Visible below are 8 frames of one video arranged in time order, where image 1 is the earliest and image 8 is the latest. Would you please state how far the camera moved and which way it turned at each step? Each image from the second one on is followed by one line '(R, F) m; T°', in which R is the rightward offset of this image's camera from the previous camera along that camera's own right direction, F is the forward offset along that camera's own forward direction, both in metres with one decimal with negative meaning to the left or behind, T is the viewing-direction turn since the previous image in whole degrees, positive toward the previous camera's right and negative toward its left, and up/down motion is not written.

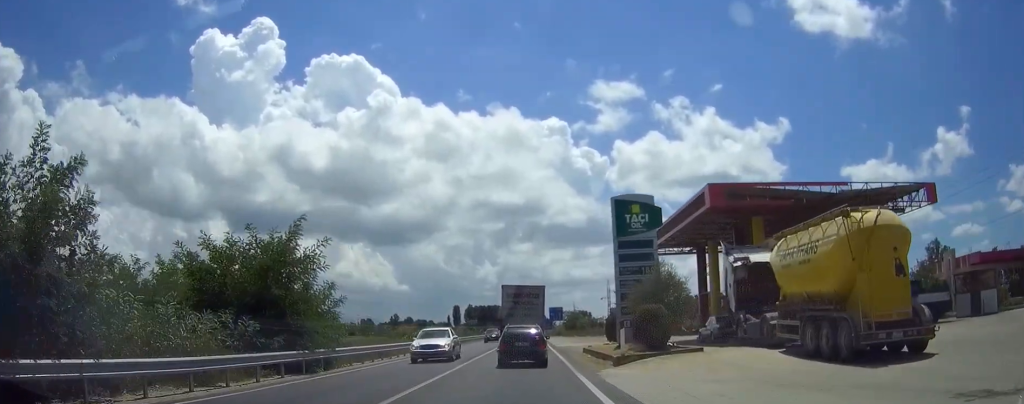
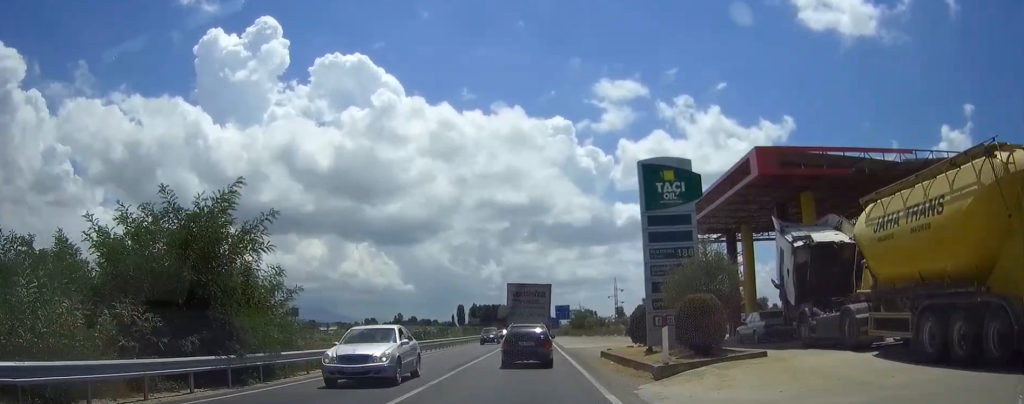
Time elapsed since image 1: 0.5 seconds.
(0.0, +6.2) m; 0°
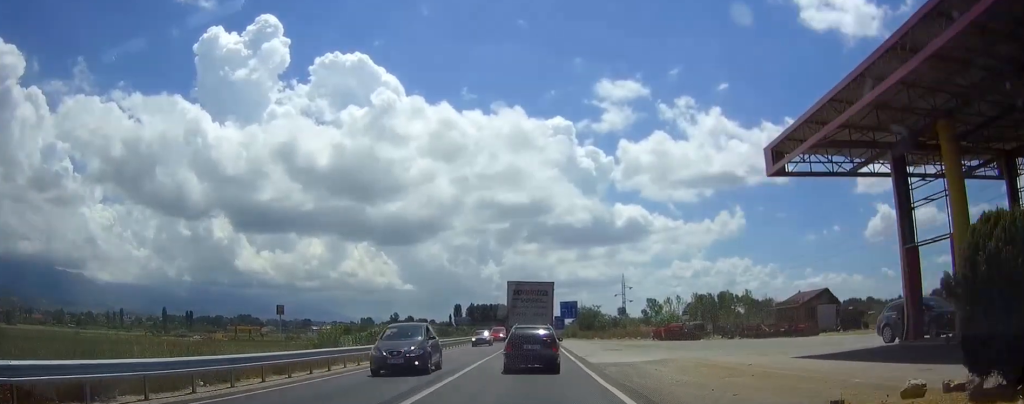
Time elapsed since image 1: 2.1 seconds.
(-0.1, +20.2) m; 0°
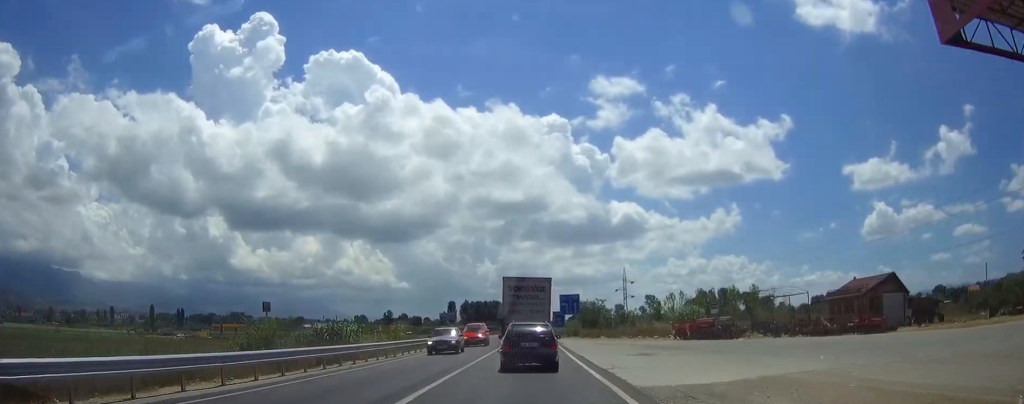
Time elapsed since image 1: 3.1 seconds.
(0.0, +12.3) m; 0°
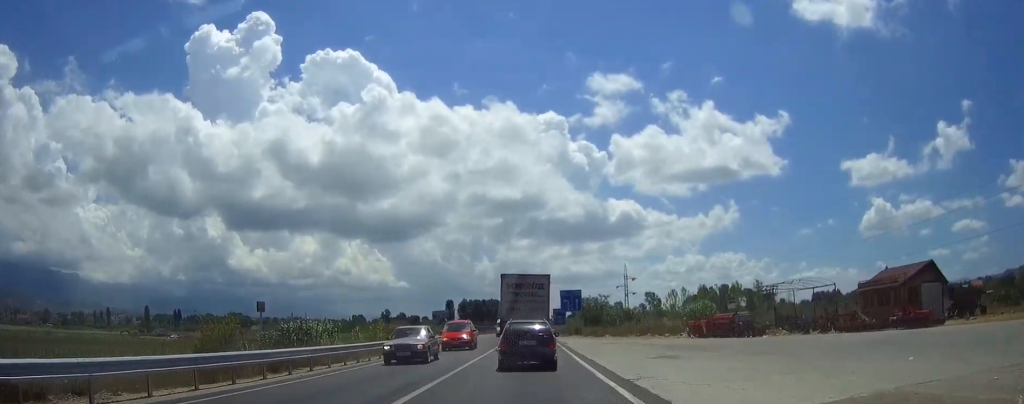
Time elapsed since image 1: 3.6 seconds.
(0.0, +5.3) m; 0°
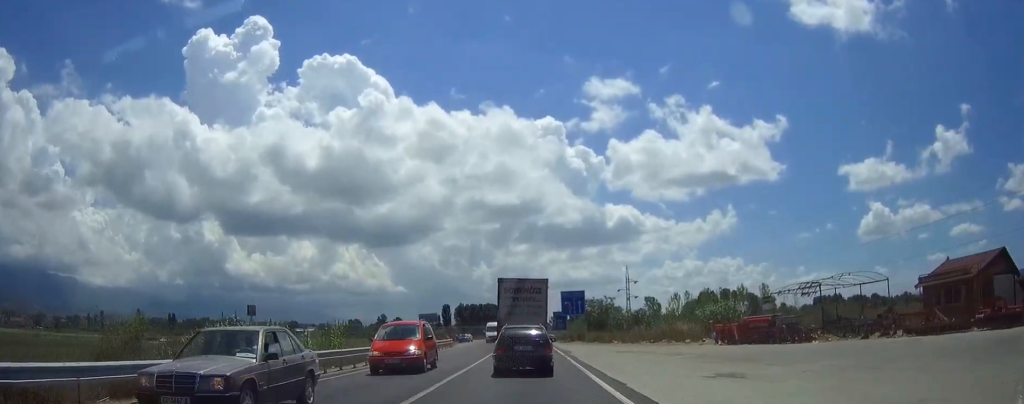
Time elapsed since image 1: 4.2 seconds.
(0.0, +8.2) m; 0°
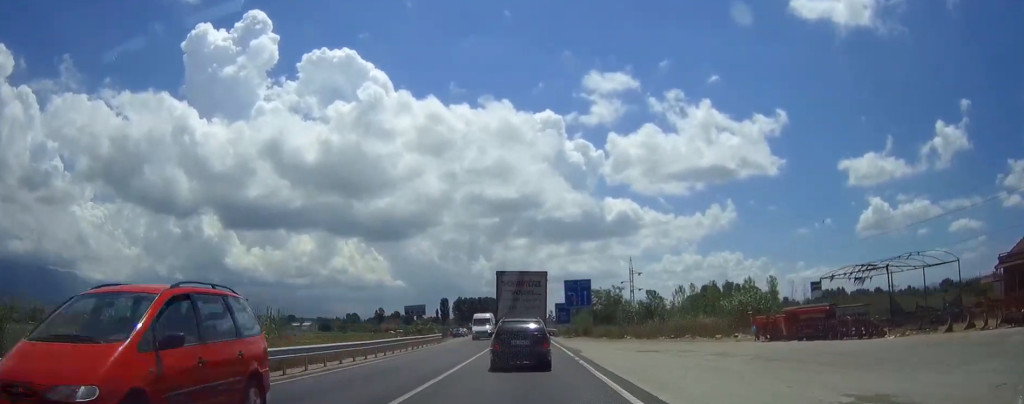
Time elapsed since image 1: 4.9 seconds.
(0.0, +7.9) m; 0°
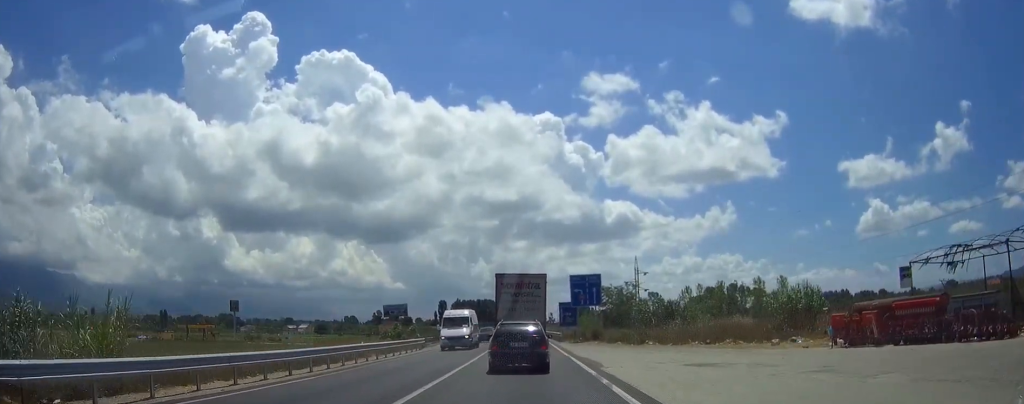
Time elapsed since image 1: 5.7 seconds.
(0.0, +9.5) m; 0°
